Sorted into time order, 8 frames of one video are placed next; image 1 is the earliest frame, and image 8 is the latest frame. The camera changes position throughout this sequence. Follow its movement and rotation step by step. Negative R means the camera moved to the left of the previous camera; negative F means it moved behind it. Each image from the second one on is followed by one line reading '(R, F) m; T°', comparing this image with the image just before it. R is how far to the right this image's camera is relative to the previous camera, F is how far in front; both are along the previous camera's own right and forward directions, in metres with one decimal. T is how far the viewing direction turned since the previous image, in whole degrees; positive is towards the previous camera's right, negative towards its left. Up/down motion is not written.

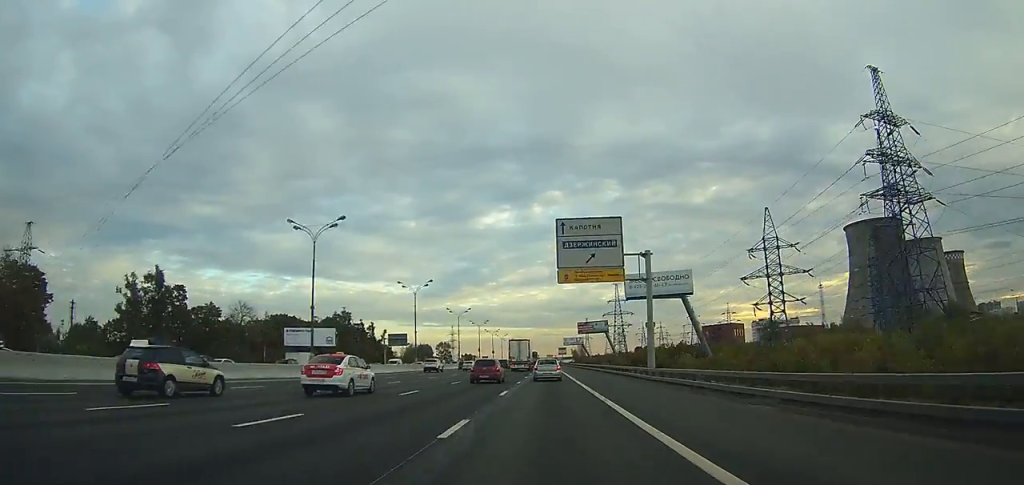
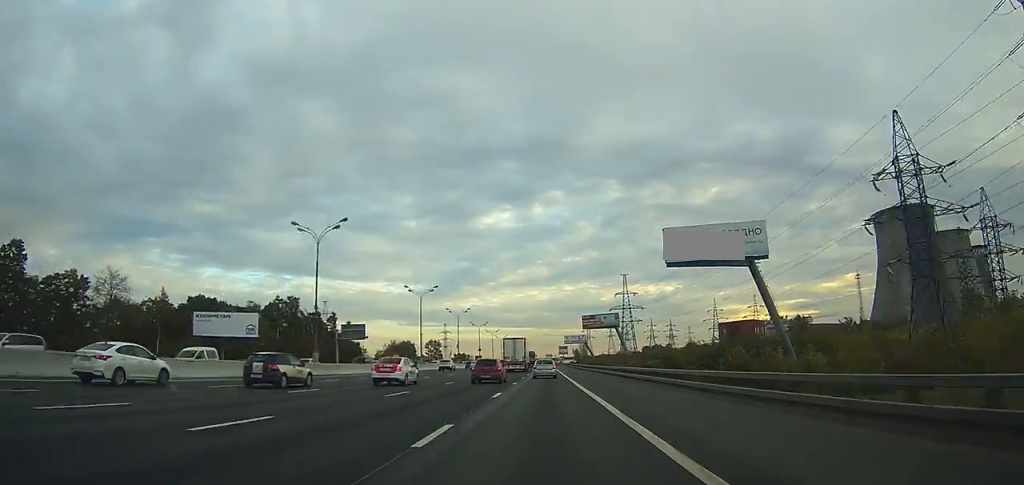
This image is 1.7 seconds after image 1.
(0.0, +37.4) m; 0°
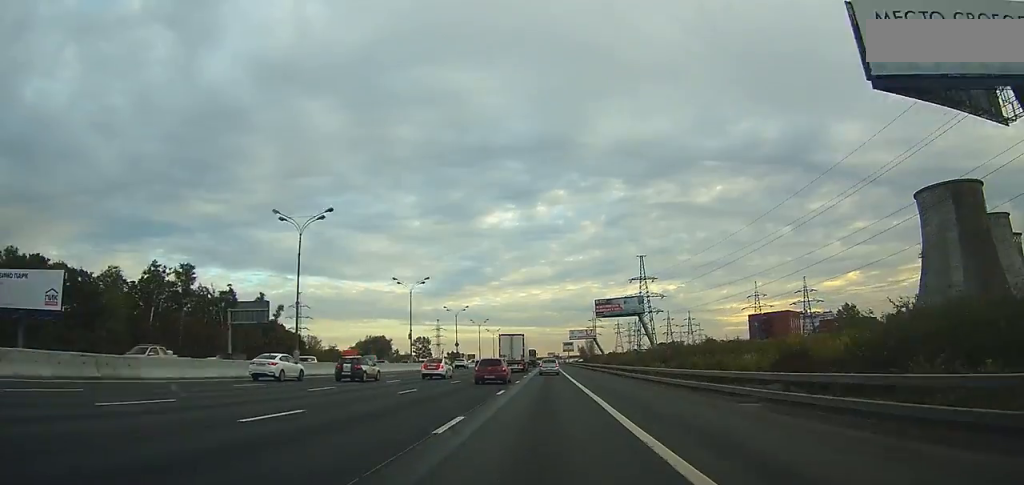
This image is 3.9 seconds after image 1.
(+0.3, +46.4) m; 0°
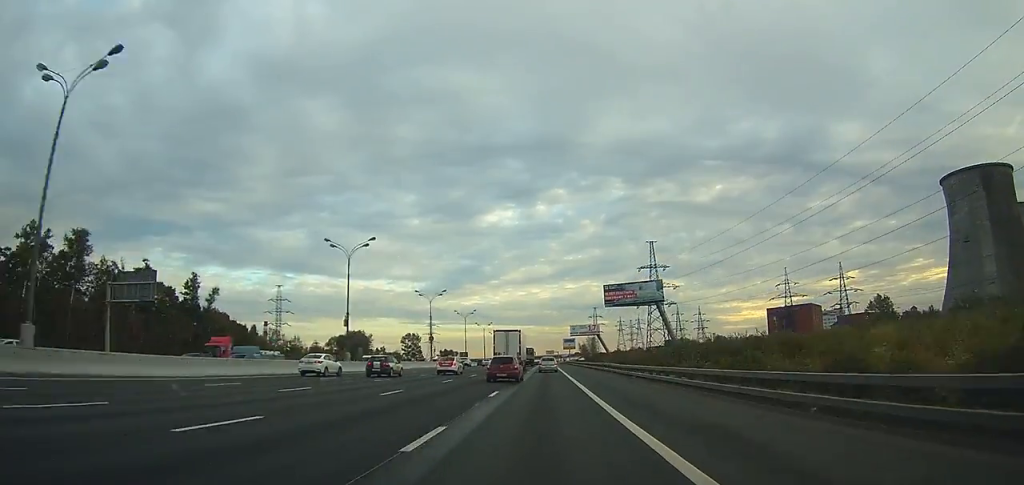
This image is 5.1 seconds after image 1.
(0.0, +26.2) m; 0°
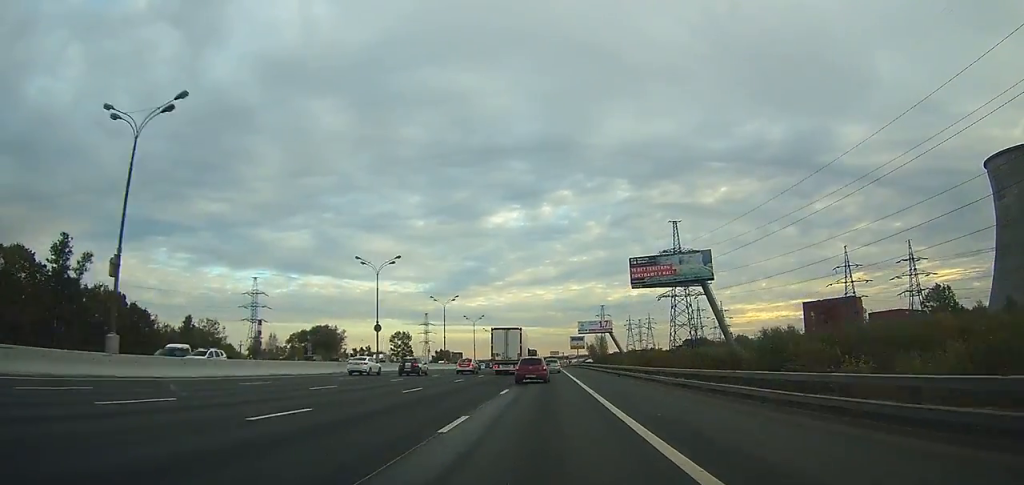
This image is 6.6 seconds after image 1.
(-0.1, +33.5) m; 0°
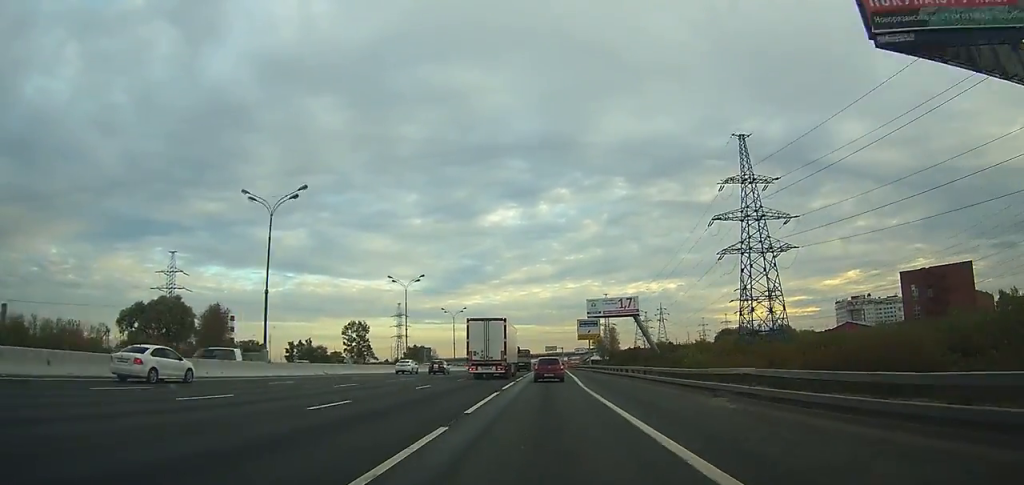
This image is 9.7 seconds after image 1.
(-0.2, +69.0) m; 0°
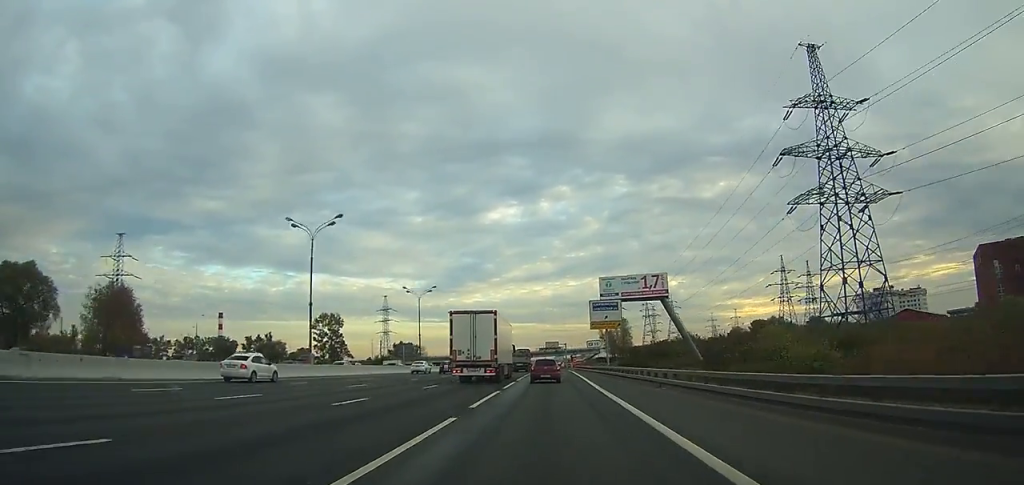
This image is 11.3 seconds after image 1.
(+0.2, +34.4) m; 0°
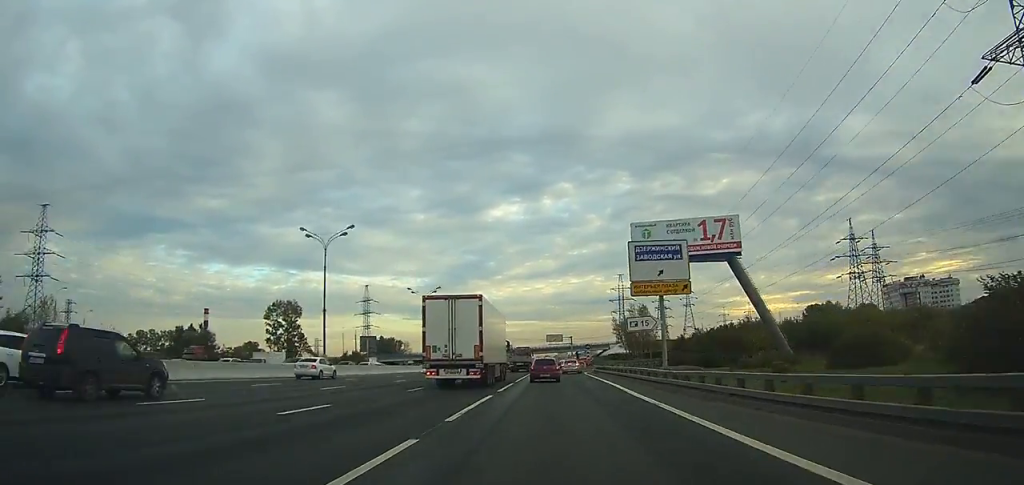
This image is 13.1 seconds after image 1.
(+0.1, +41.3) m; 0°
